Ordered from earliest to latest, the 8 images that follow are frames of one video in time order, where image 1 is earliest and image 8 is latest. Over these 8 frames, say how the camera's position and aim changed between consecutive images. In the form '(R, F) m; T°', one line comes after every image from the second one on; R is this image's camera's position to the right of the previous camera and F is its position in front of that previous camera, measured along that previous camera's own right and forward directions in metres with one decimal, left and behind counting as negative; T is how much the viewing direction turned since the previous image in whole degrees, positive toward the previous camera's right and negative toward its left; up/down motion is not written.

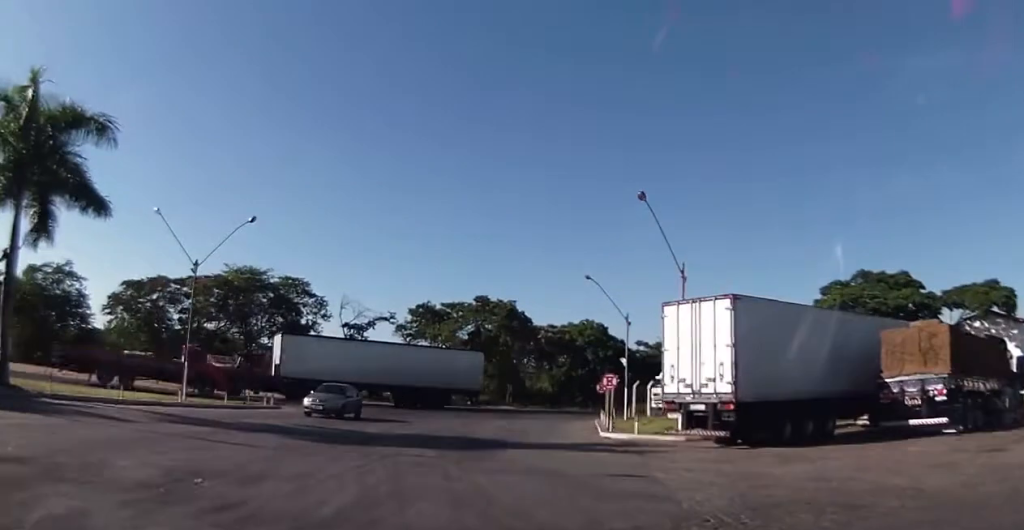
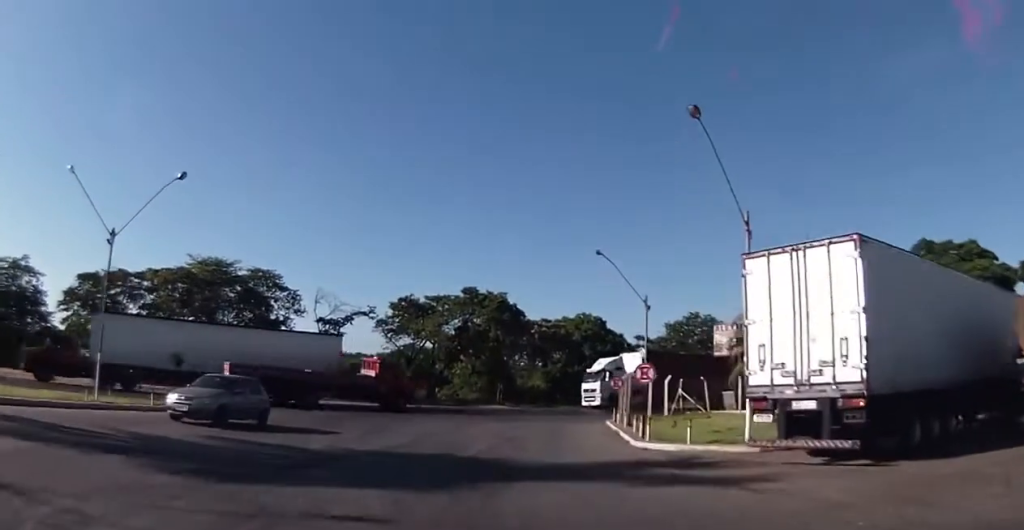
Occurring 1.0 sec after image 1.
(+0.9, +6.6) m; +4°
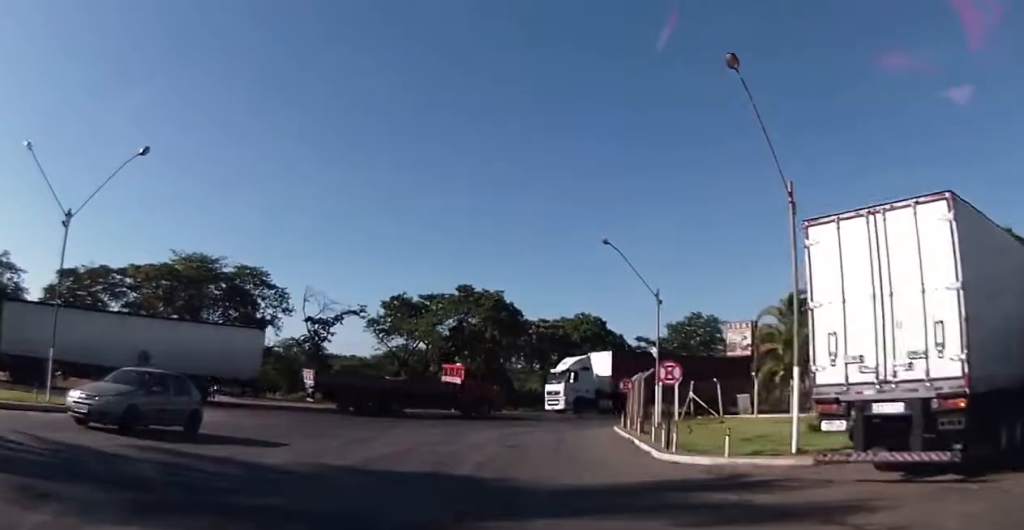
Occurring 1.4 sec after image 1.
(-0.1, +2.8) m; -1°
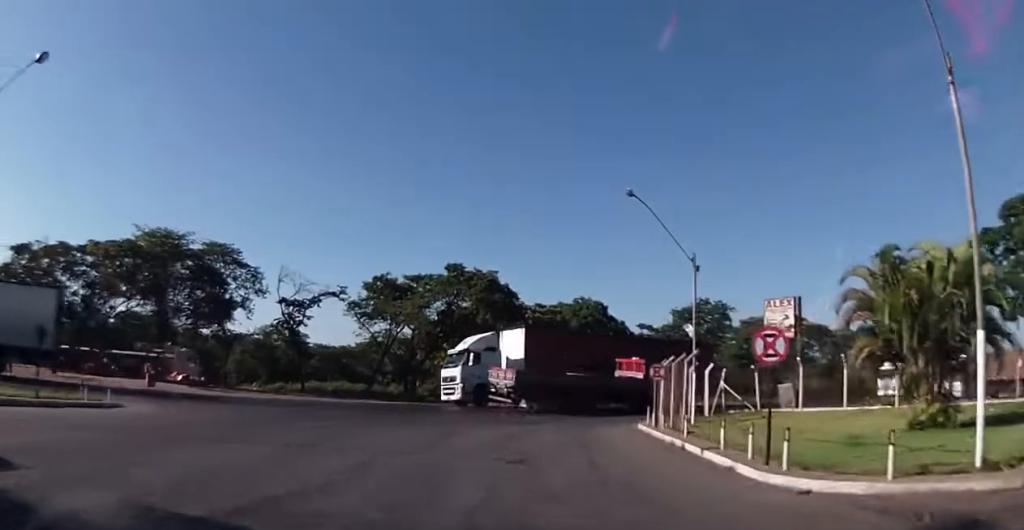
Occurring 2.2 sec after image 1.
(-0.4, +6.0) m; -4°
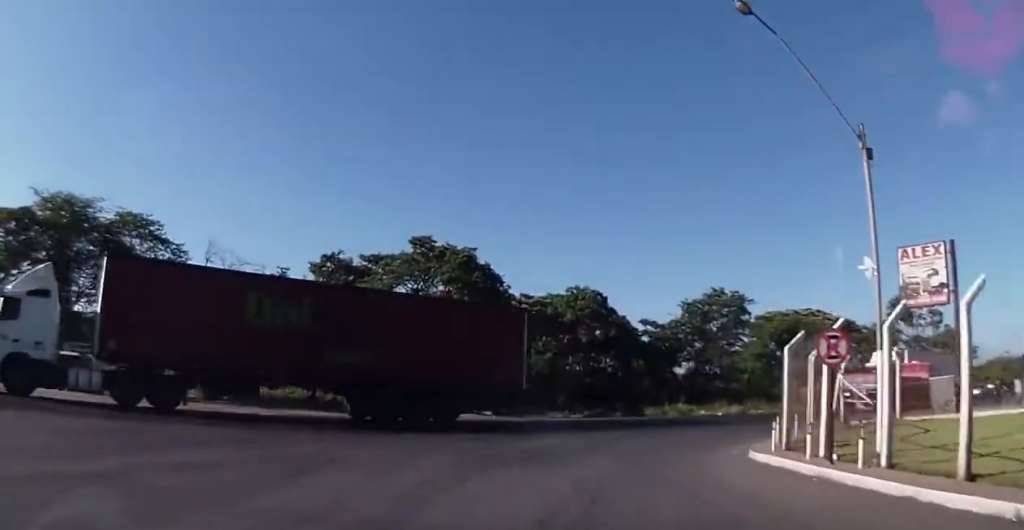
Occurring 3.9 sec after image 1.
(+0.7, +12.7) m; +7°
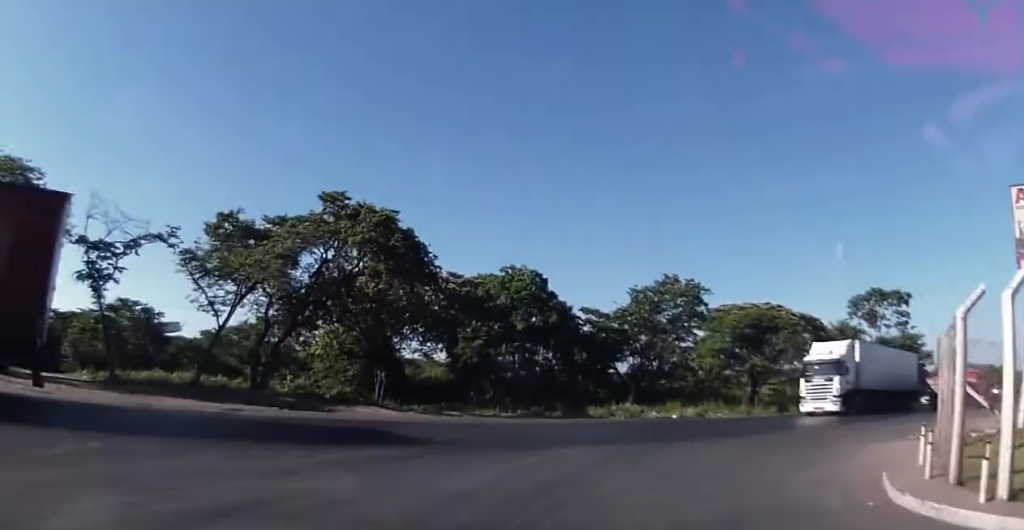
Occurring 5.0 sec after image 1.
(+0.2, +8.0) m; +3°
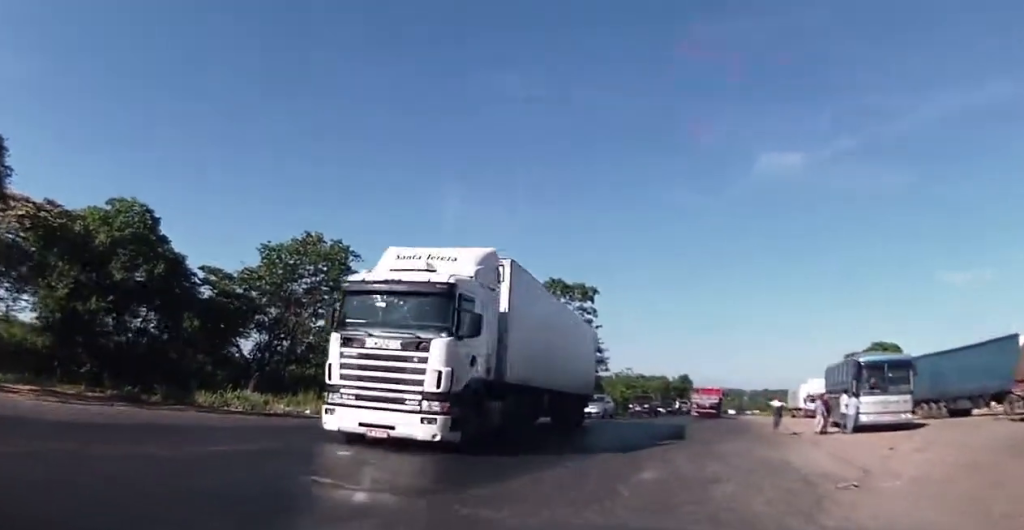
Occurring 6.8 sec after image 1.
(+1.6, +12.3) m; +20°
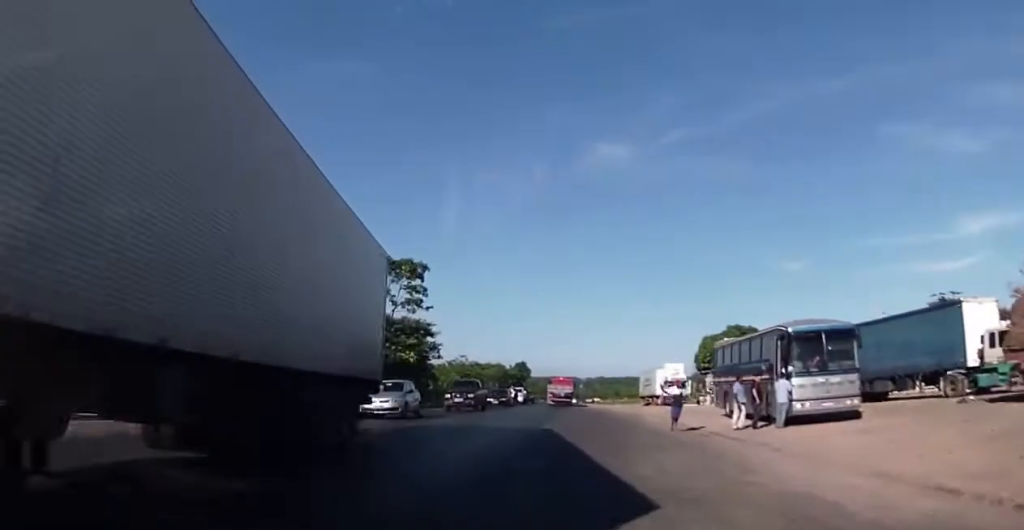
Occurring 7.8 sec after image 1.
(+1.1, +7.3) m; +16°
